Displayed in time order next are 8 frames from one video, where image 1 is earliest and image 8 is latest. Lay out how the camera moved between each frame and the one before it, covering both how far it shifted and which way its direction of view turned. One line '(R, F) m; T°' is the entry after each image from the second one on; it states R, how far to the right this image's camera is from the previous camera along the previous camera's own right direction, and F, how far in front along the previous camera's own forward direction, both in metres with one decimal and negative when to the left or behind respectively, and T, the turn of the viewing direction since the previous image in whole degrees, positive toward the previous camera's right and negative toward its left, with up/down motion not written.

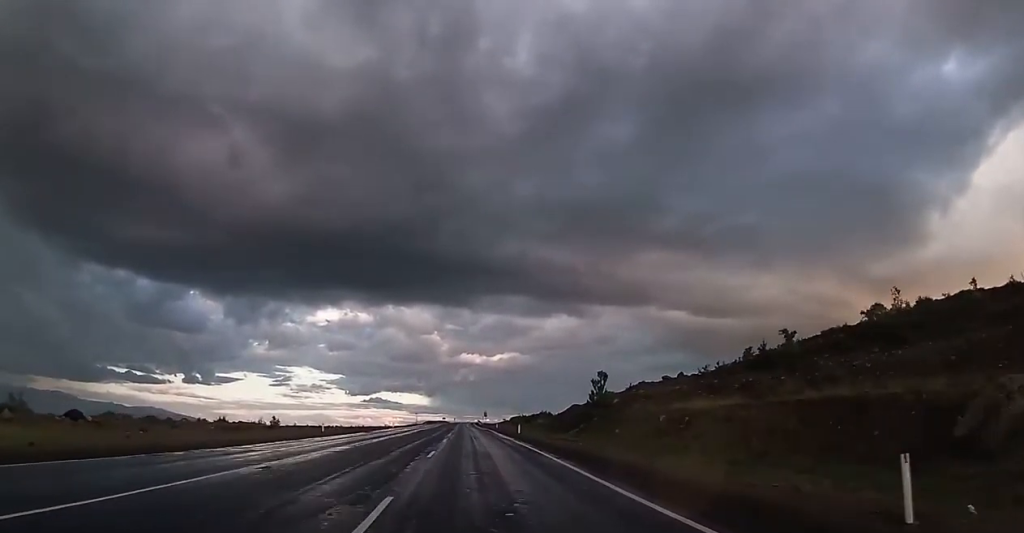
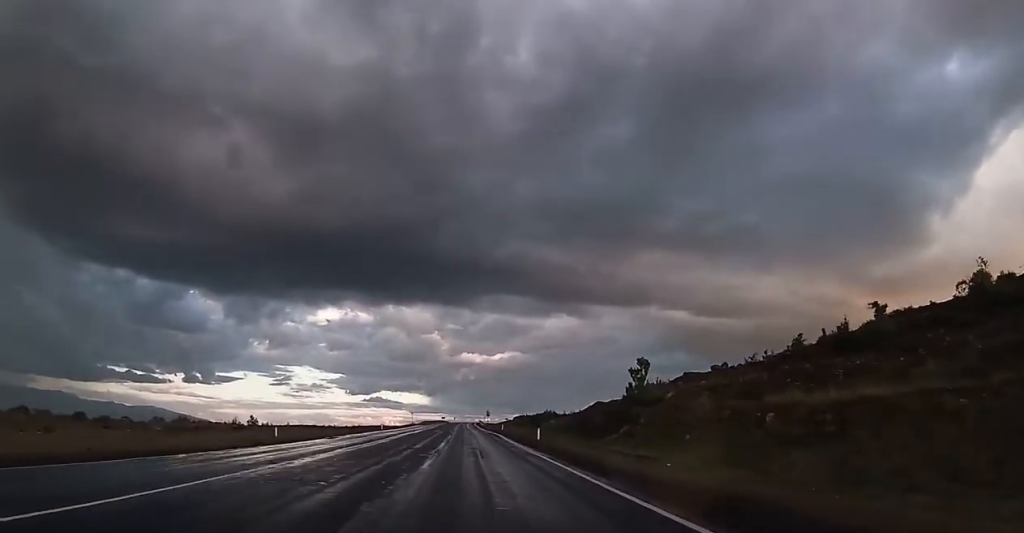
(0.0, +14.7) m; 0°
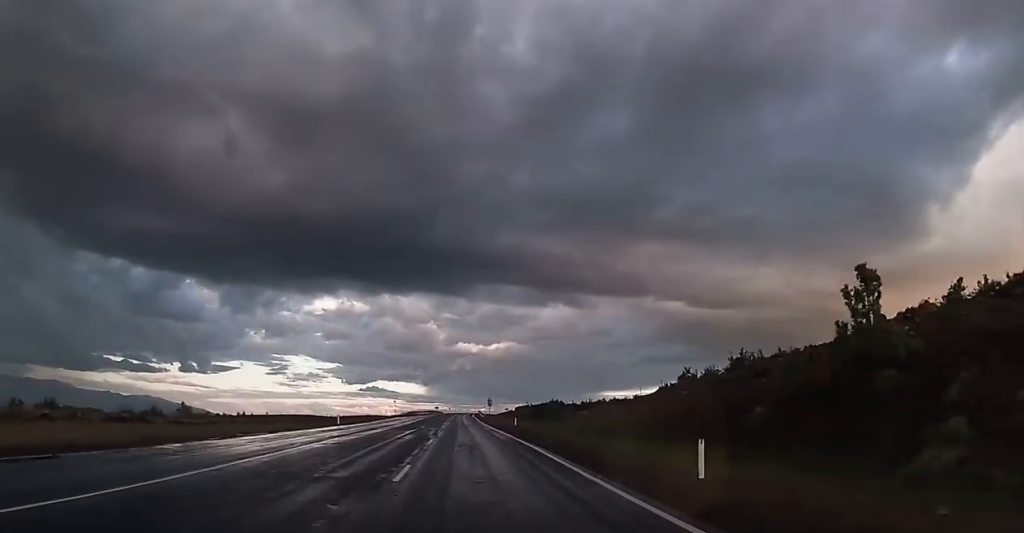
(-0.2, +29.5) m; 0°
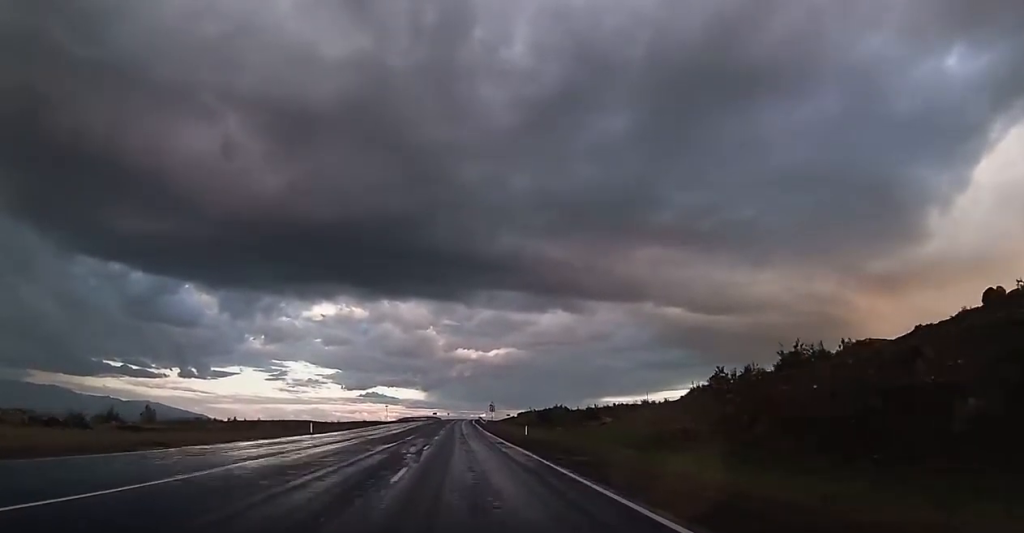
(+0.1, +11.1) m; 0°
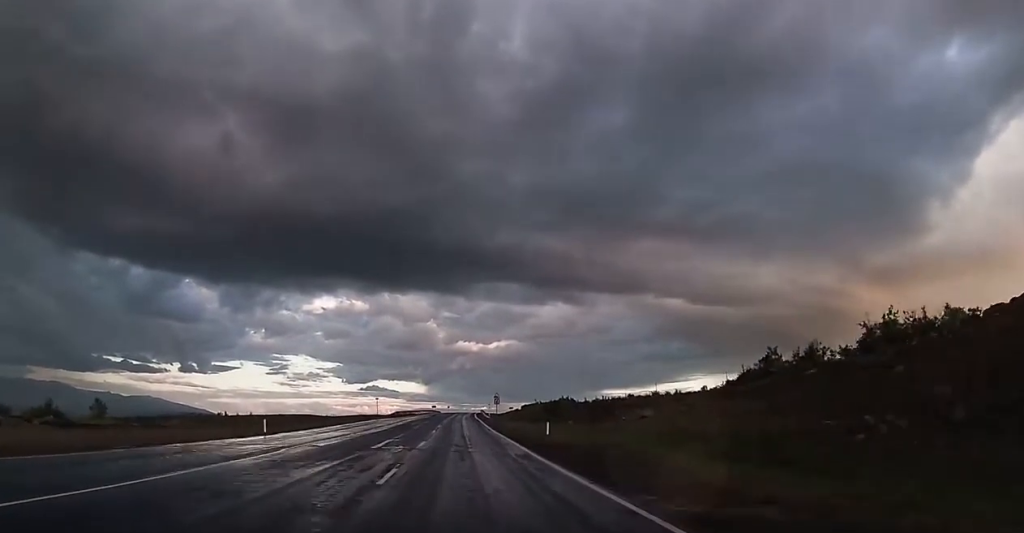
(+0.1, +11.8) m; 0°
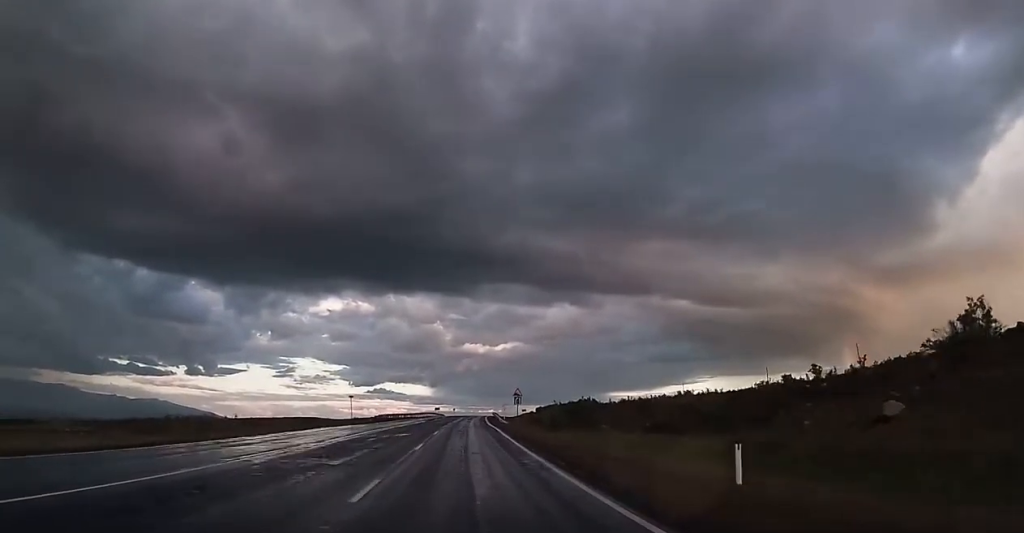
(0.0, +26.0) m; 0°
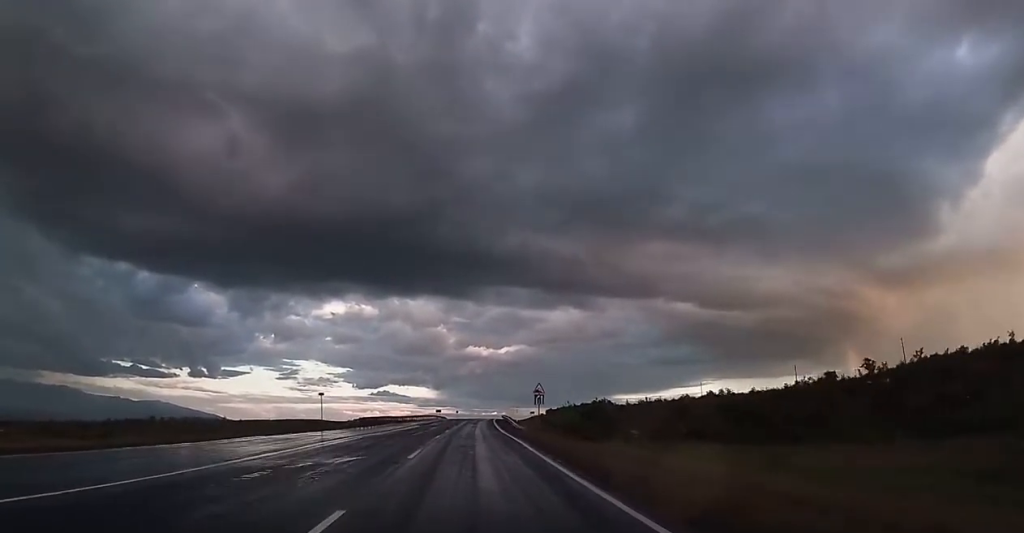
(0.0, +15.6) m; 0°
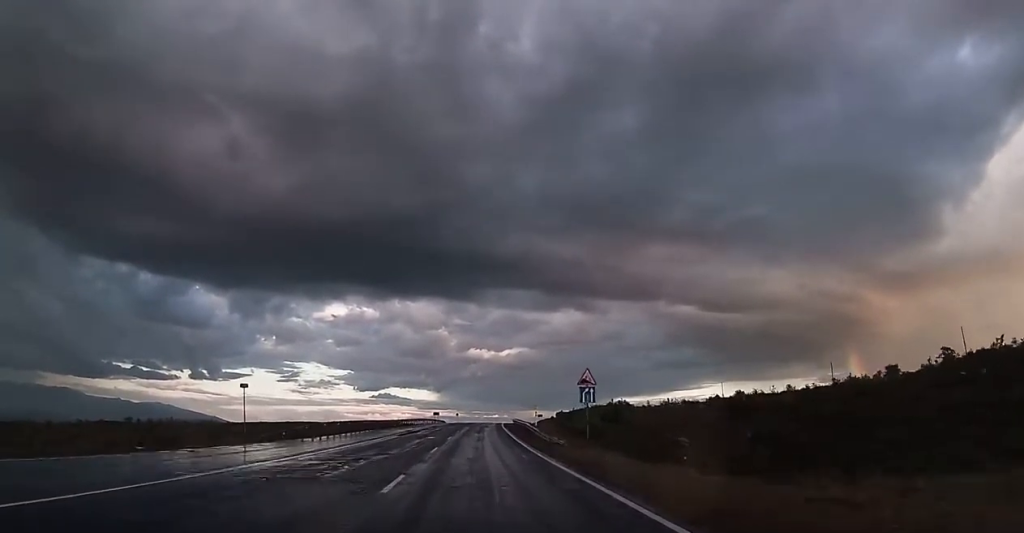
(+0.2, +18.9) m; 0°
